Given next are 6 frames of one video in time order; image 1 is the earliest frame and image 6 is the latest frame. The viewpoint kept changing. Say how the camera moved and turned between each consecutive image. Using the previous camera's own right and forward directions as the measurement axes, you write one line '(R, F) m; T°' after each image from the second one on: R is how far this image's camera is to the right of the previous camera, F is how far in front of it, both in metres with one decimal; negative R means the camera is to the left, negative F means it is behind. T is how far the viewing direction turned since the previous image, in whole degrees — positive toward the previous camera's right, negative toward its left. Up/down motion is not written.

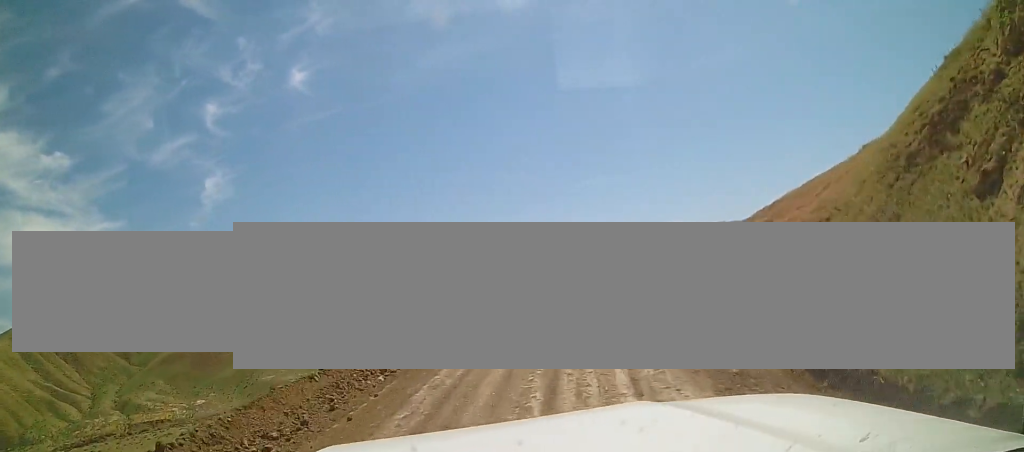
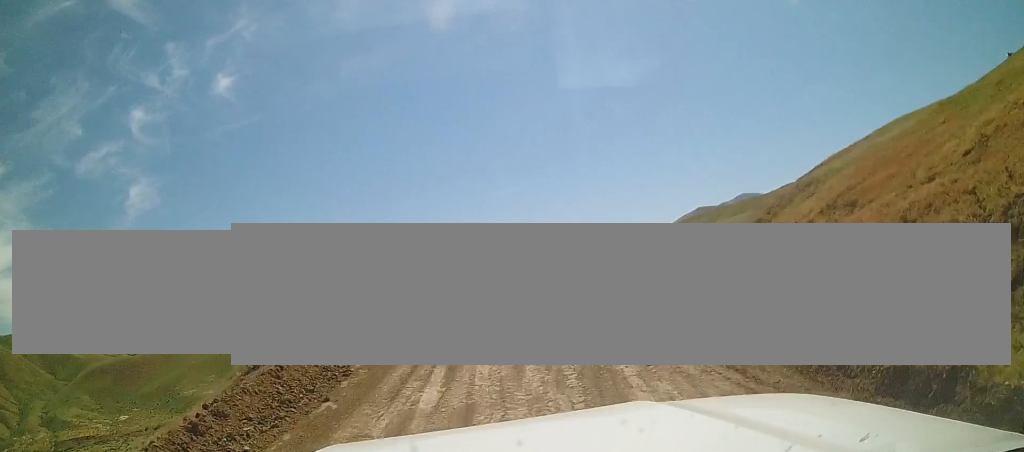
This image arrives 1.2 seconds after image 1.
(+1.3, +8.6) m; +11°
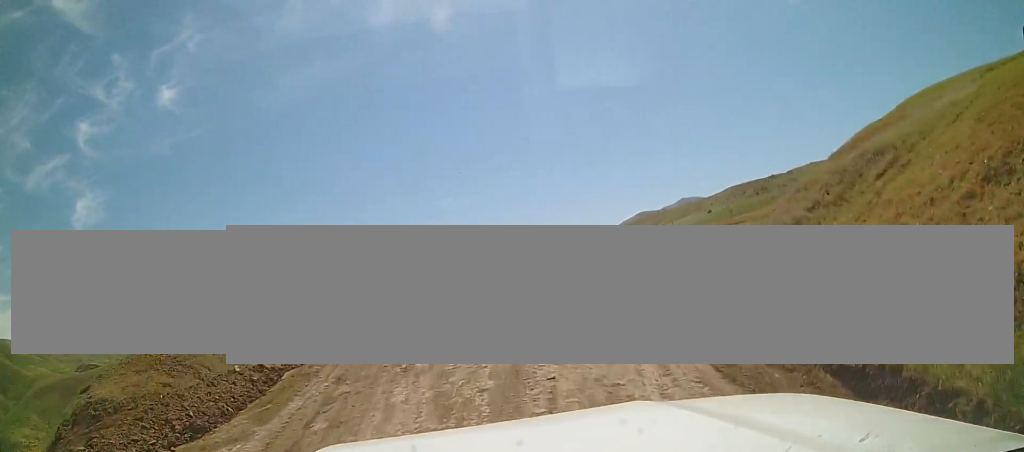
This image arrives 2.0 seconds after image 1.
(+0.2, +6.7) m; +3°
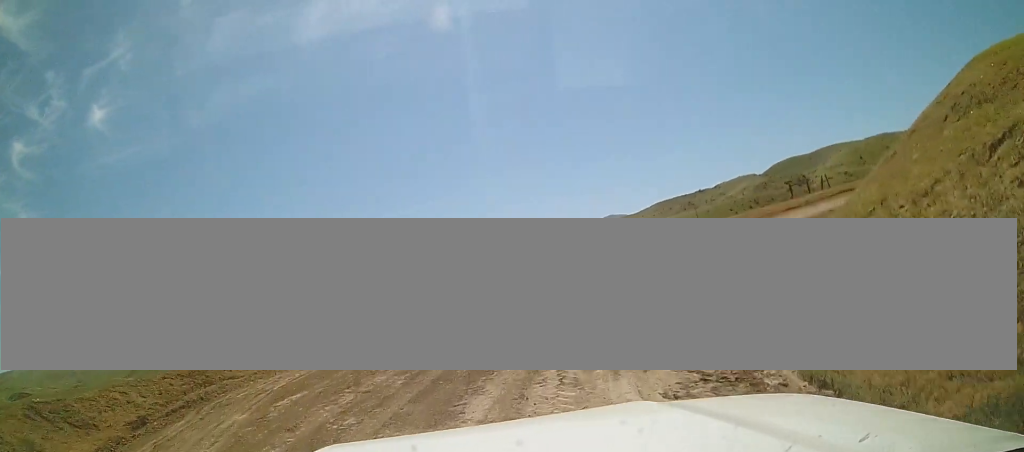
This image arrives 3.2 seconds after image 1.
(+0.3, +9.1) m; +7°
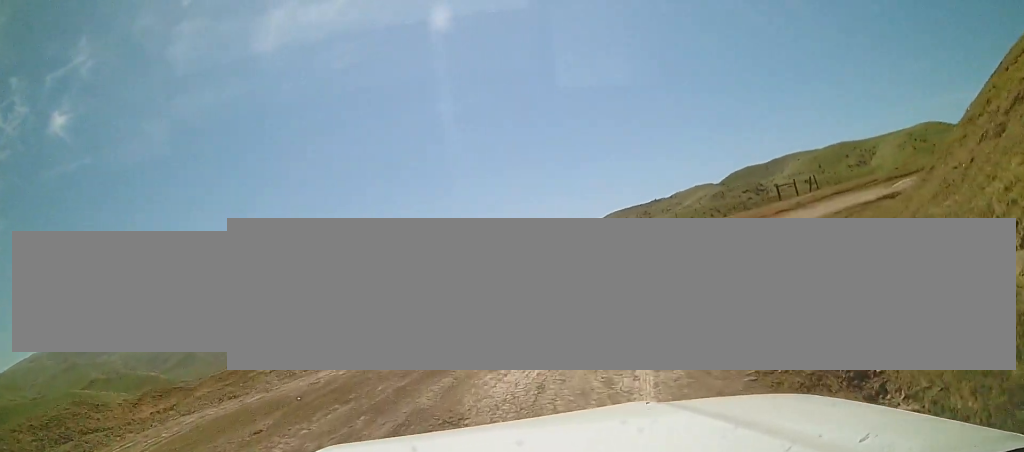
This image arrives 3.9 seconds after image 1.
(+0.1, +5.1) m; +7°
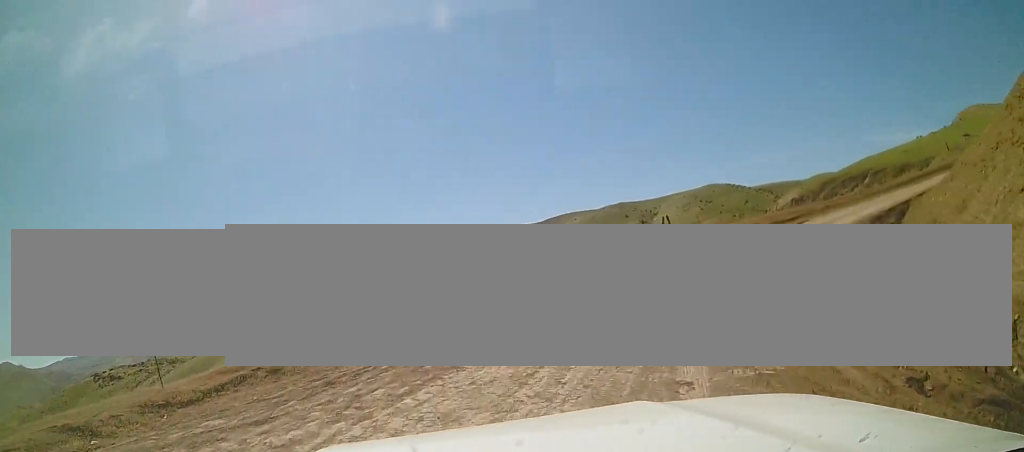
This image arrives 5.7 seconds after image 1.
(+2.4, +12.6) m; +22°
